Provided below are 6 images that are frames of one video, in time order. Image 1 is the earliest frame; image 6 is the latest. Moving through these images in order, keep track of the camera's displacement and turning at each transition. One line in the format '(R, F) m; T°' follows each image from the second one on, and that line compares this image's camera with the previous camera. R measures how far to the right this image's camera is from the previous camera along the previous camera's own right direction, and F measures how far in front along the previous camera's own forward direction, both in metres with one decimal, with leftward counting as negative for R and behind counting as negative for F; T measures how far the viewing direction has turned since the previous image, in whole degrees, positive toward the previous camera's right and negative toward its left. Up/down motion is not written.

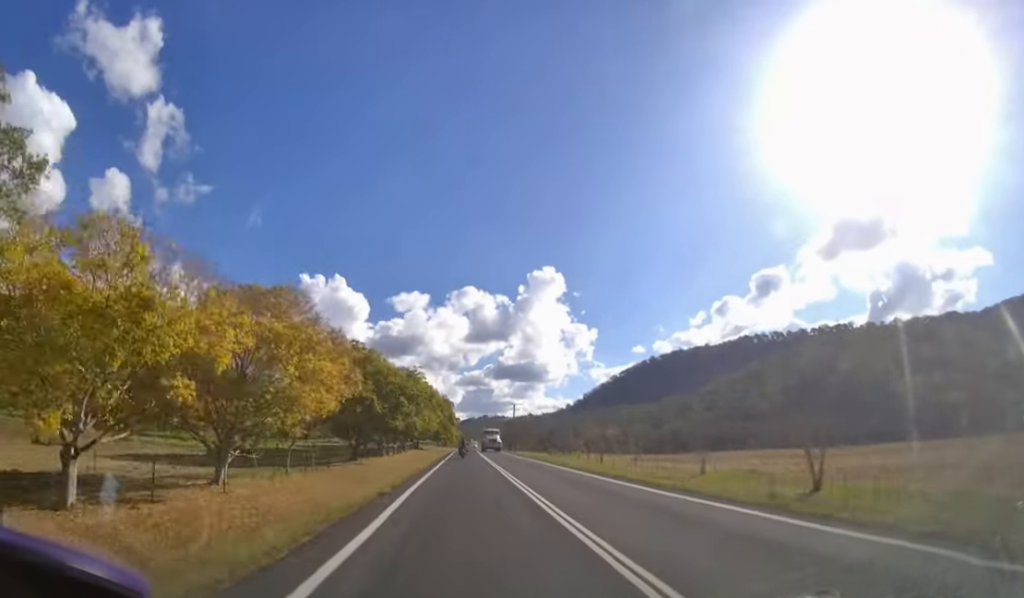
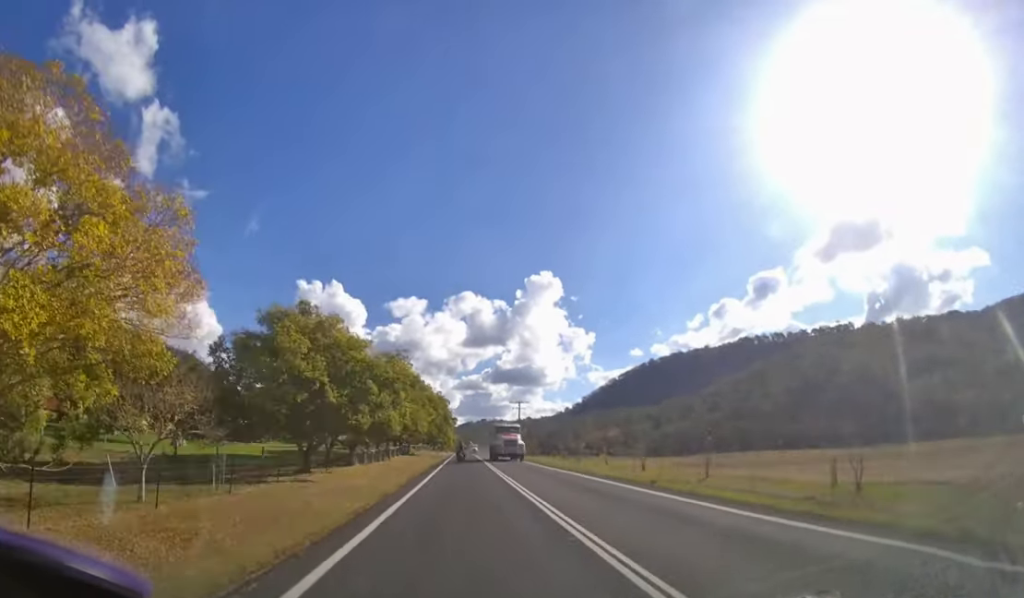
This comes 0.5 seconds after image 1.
(-0.1, +12.3) m; 0°
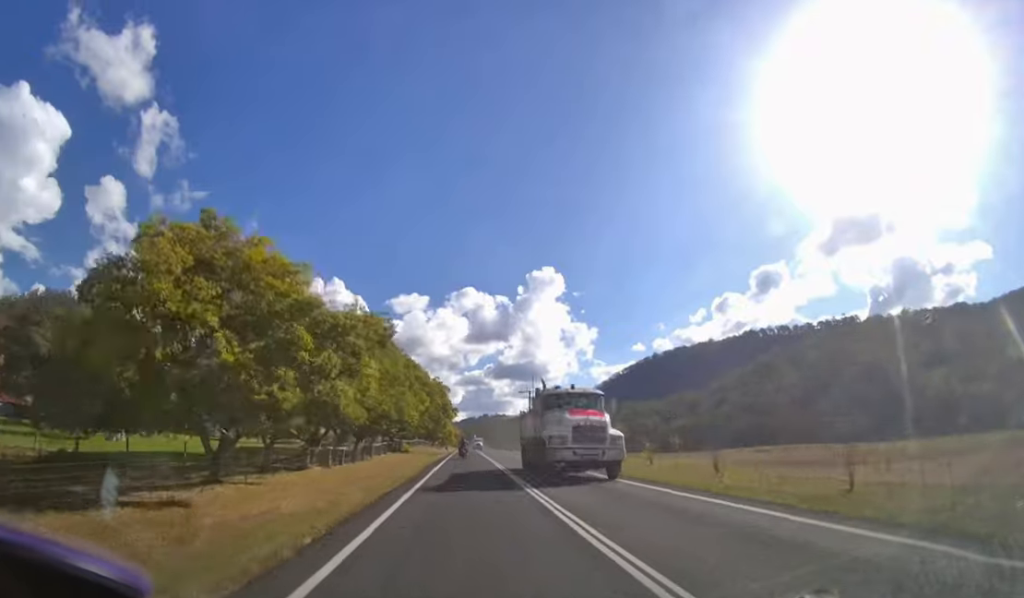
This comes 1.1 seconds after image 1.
(-0.1, +12.6) m; 0°
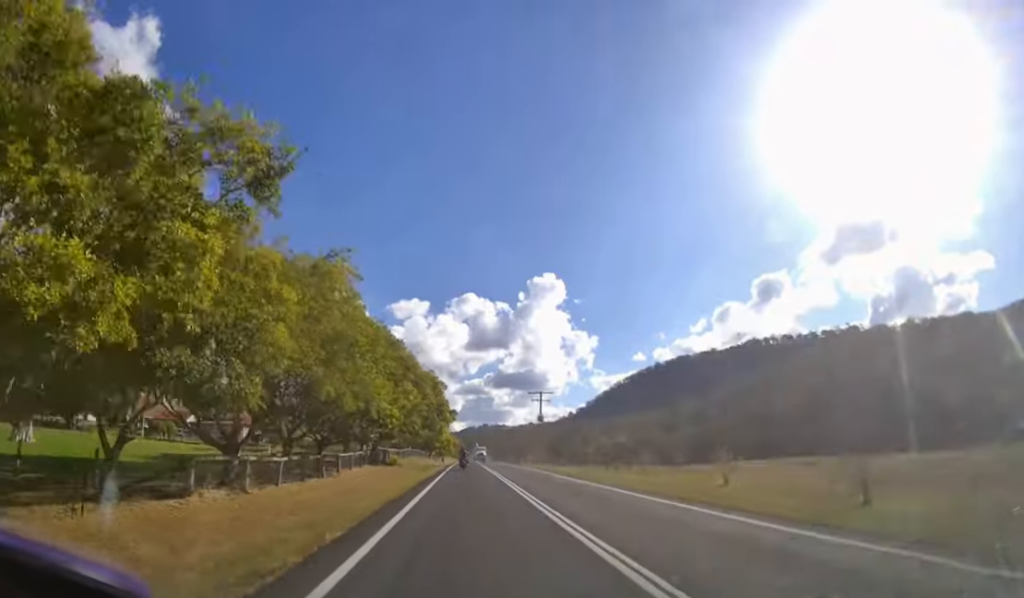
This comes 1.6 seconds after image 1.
(0.0, +12.7) m; 0°
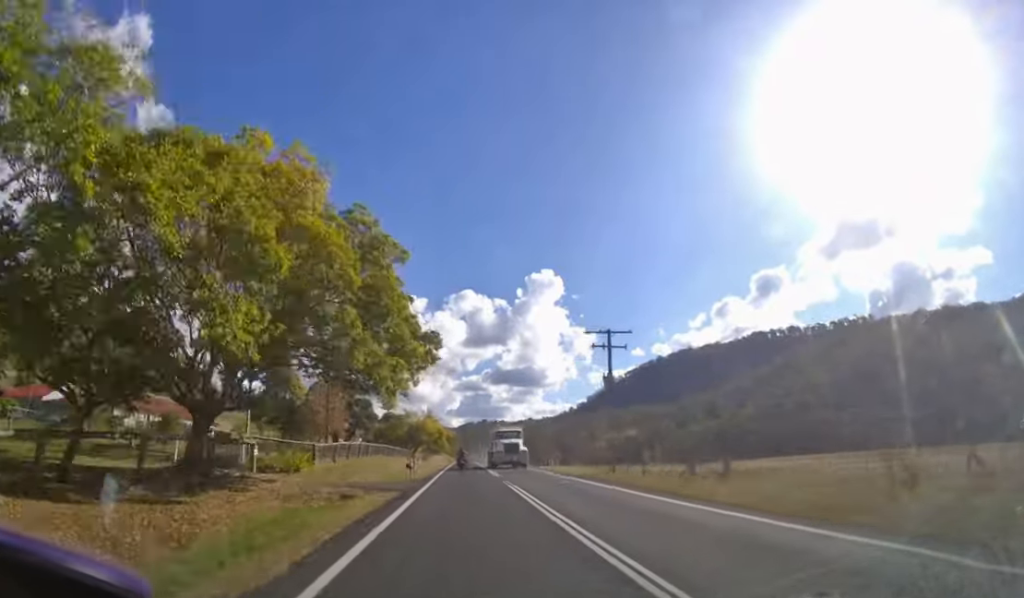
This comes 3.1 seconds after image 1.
(-0.1, +36.7) m; 0°
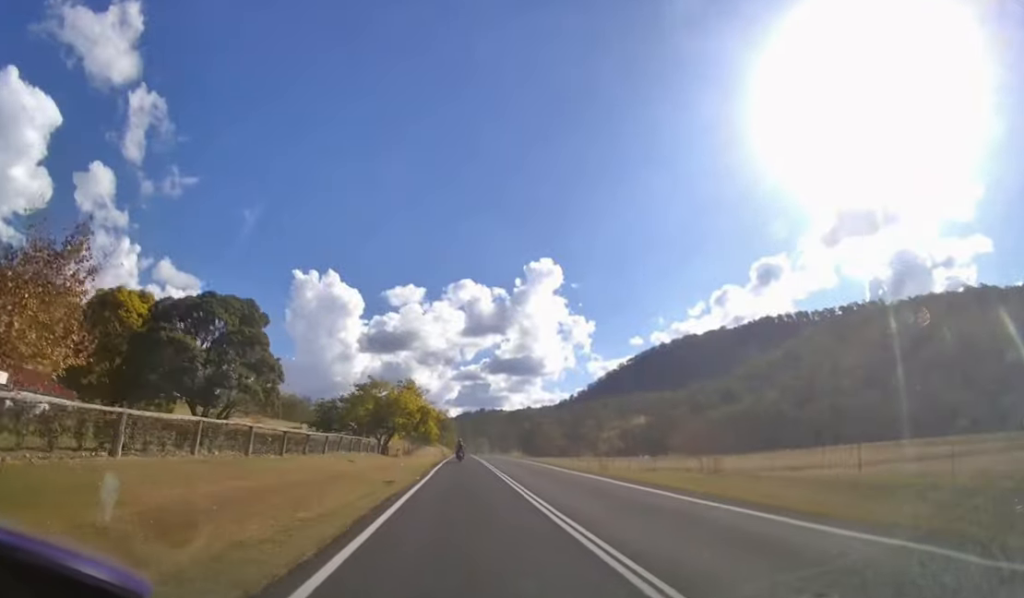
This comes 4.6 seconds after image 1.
(+0.1, +37.7) m; 0°
